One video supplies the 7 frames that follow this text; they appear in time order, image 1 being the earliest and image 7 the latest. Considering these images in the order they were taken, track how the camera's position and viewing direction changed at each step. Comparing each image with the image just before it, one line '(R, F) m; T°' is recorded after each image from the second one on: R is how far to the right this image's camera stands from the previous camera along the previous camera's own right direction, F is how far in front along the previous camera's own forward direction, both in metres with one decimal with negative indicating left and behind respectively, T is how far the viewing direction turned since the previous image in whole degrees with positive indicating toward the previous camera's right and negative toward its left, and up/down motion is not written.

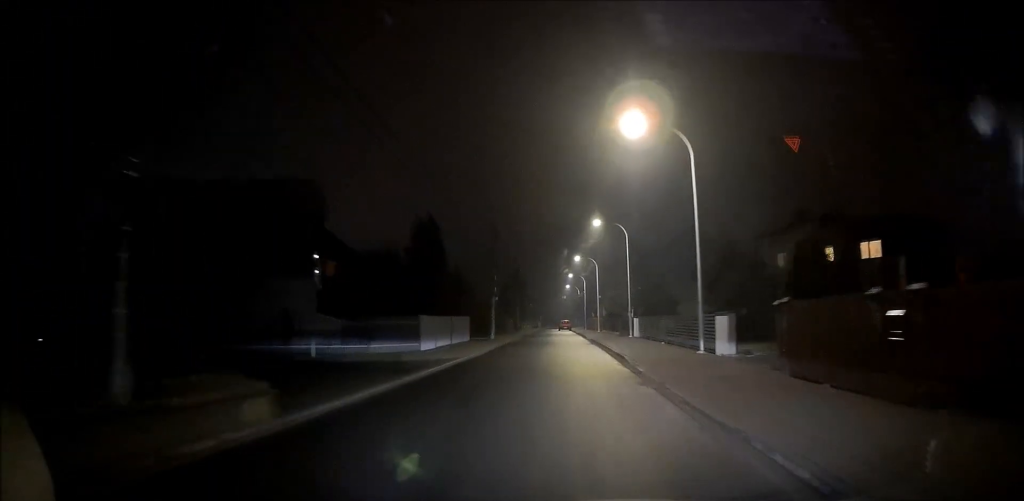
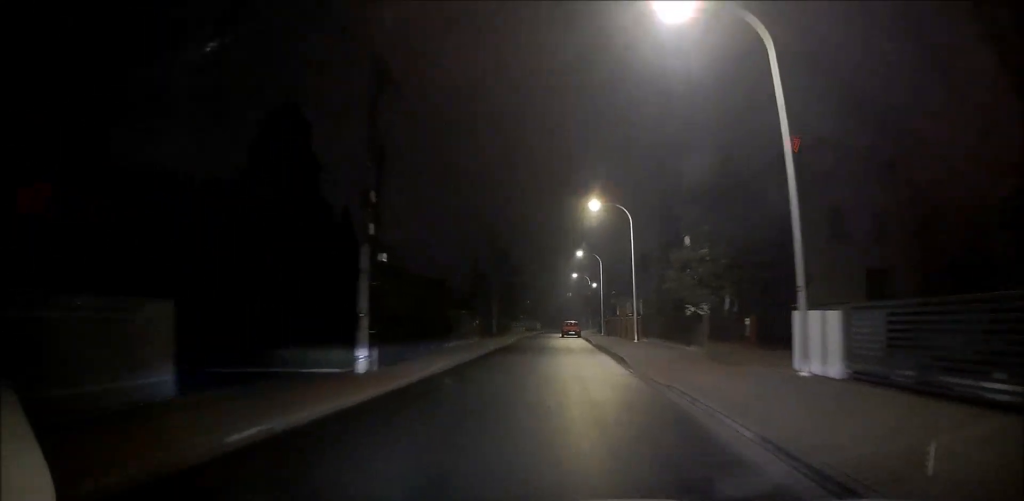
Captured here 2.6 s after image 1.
(-0.1, +30.1) m; +1°
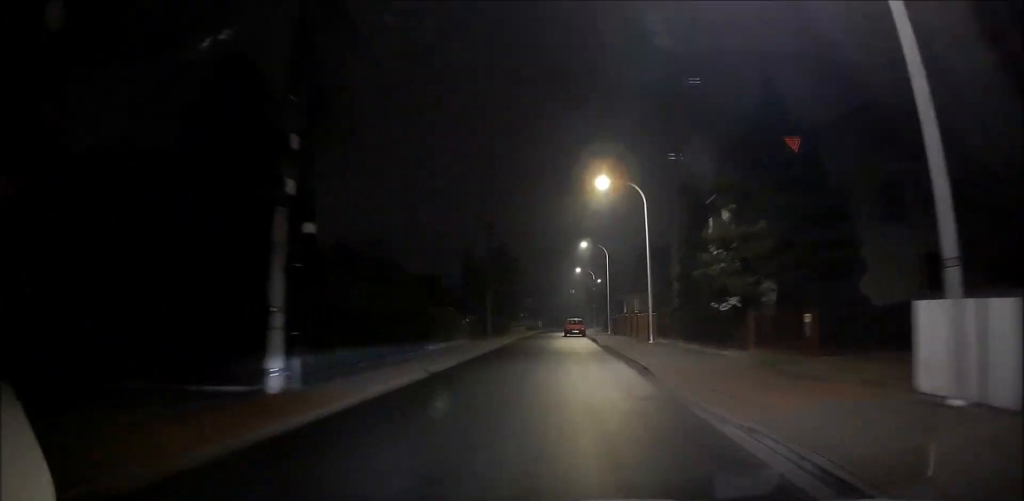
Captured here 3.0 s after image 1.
(0.0, +5.0) m; 0°
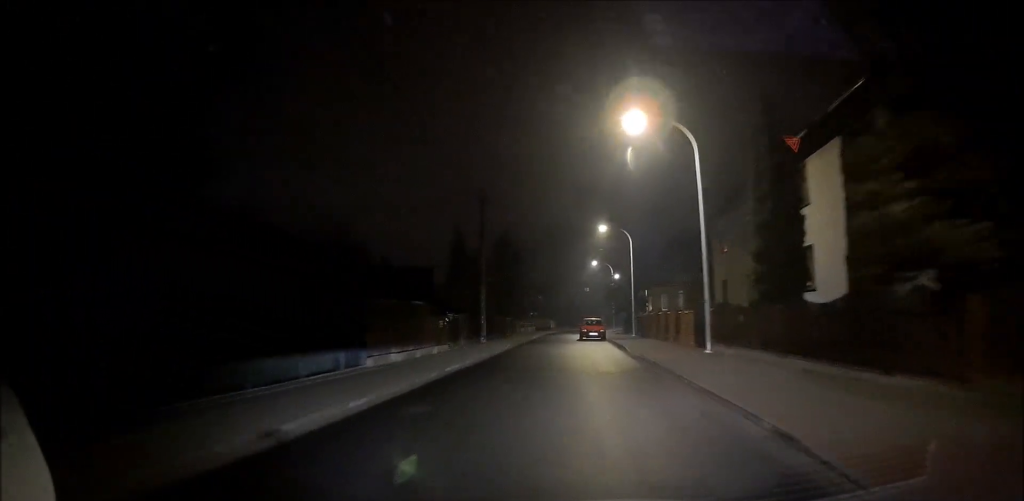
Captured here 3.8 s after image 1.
(-0.1, +9.2) m; -1°
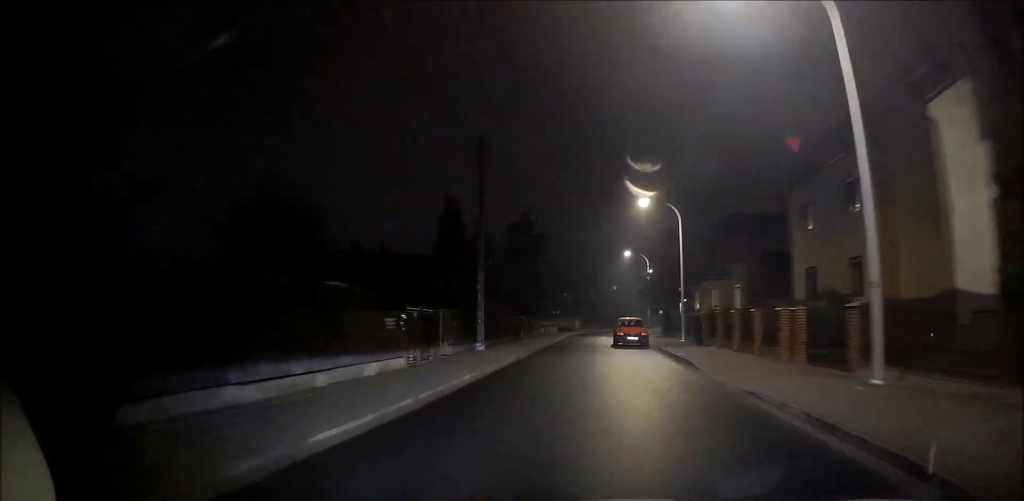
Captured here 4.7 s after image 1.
(-0.1, +10.0) m; -2°
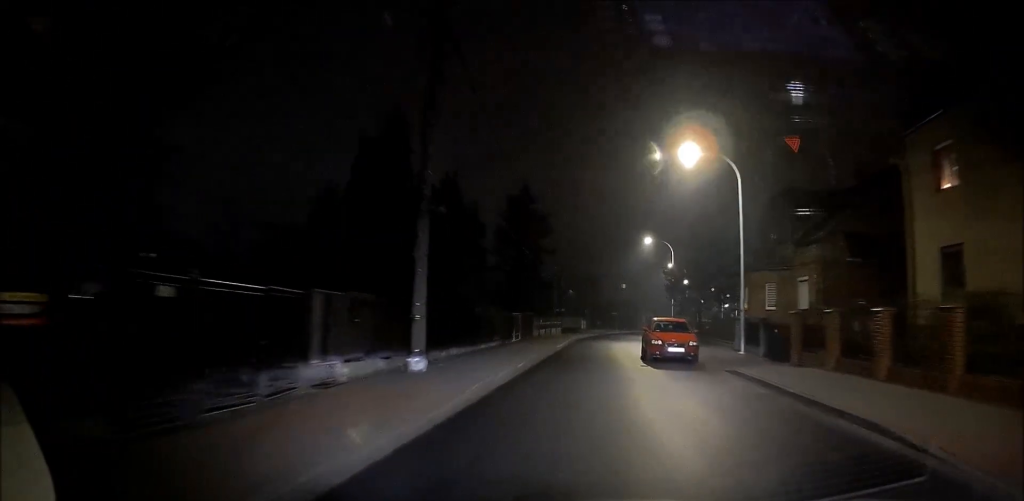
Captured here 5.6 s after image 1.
(-0.3, +11.1) m; -3°
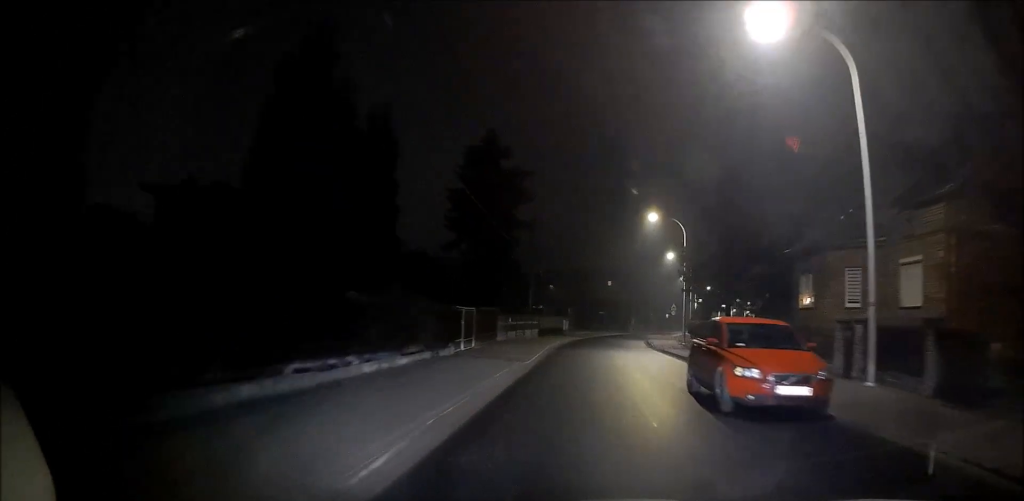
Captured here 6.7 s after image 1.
(-0.3, +12.4) m; 0°
